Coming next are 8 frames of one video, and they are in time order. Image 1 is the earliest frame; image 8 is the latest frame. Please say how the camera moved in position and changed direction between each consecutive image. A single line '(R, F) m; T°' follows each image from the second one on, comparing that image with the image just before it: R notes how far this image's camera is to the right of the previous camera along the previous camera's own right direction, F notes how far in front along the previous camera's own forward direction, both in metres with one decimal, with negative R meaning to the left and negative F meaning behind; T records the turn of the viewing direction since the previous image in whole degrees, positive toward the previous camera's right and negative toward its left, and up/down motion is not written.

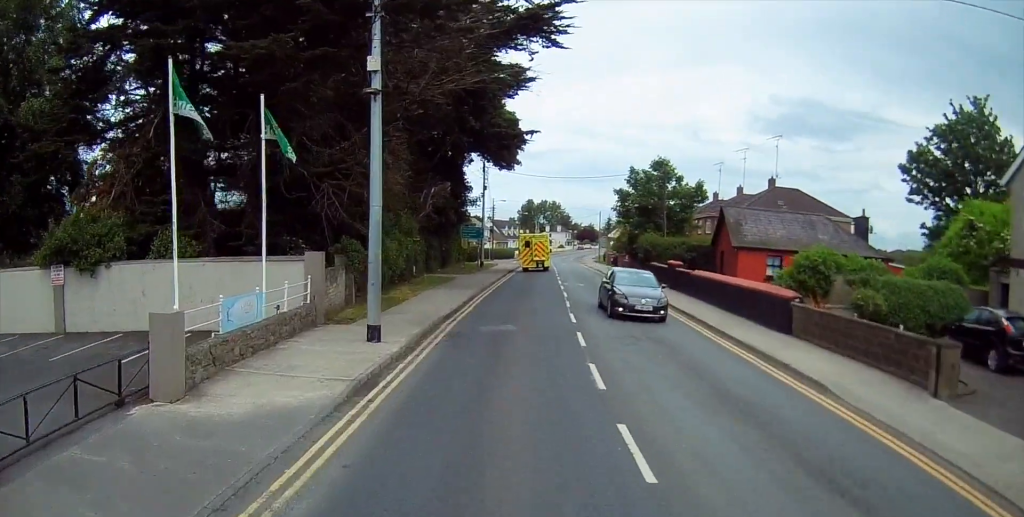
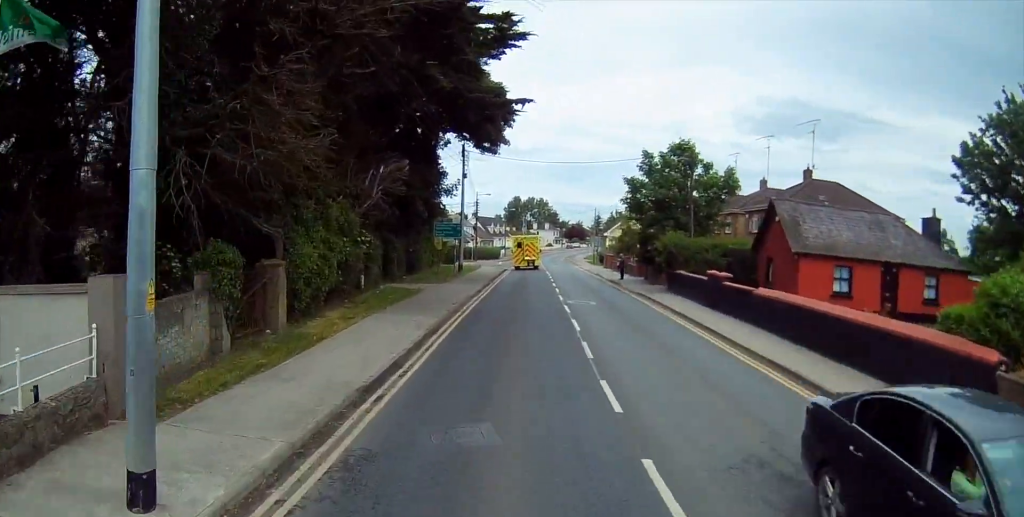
(+0.1, +8.8) m; +1°
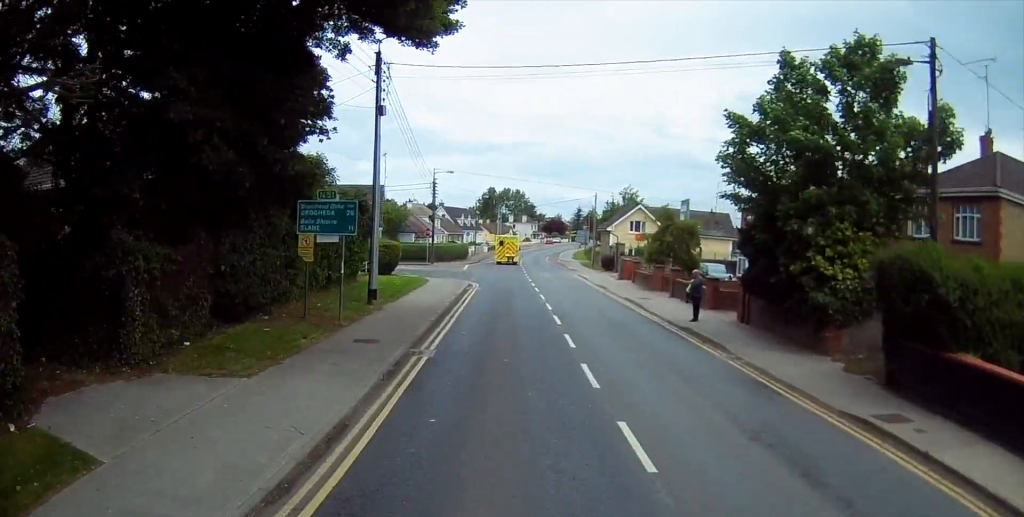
(+0.2, +20.2) m; +2°
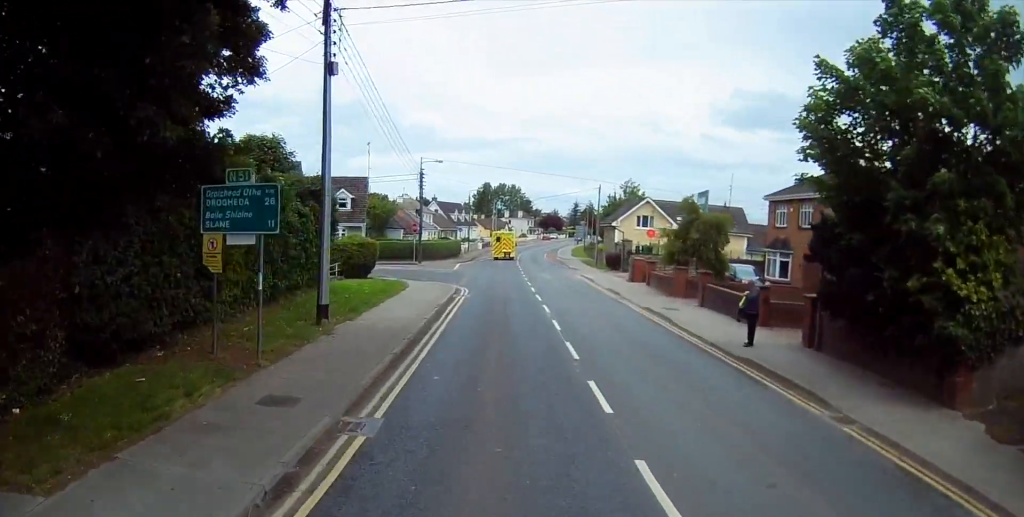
(-0.1, +4.9) m; +1°
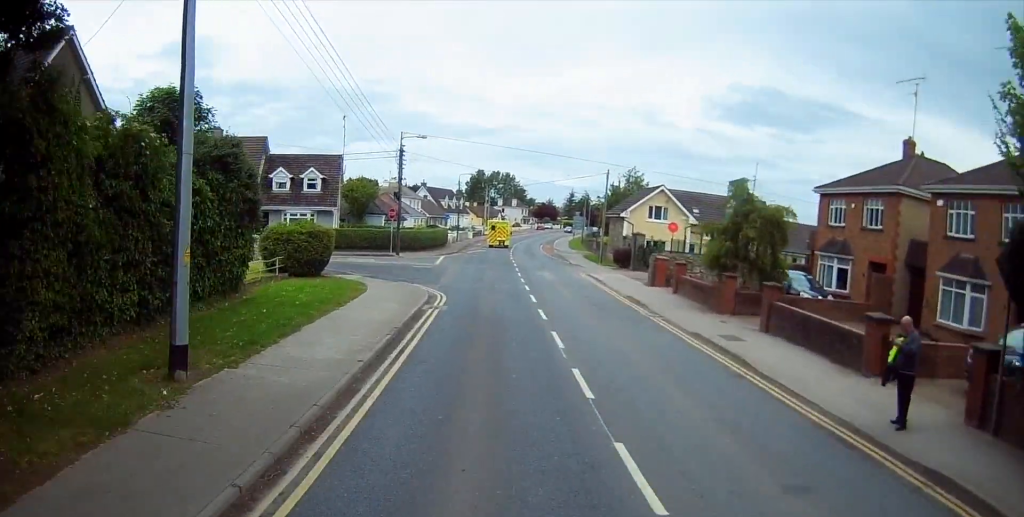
(+0.3, +7.1) m; +1°
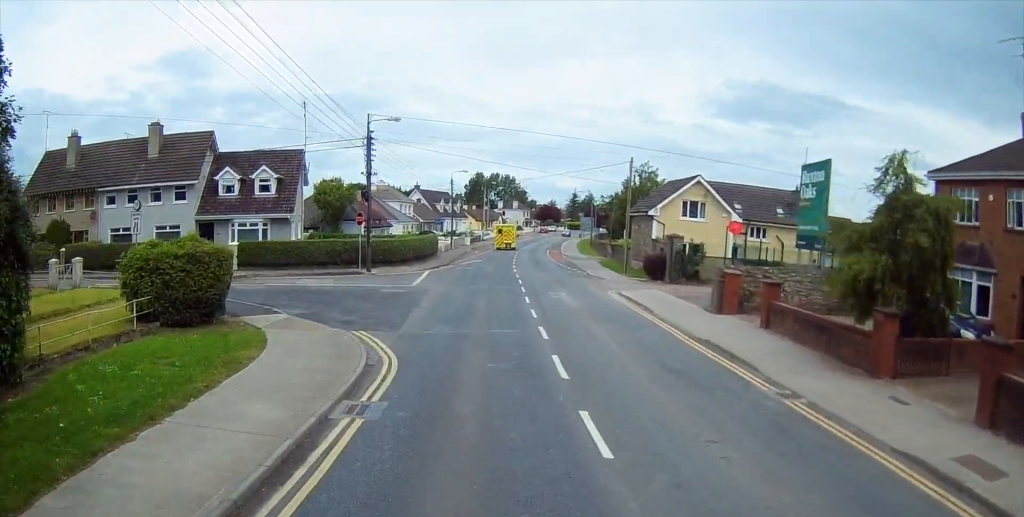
(+0.1, +9.9) m; 0°
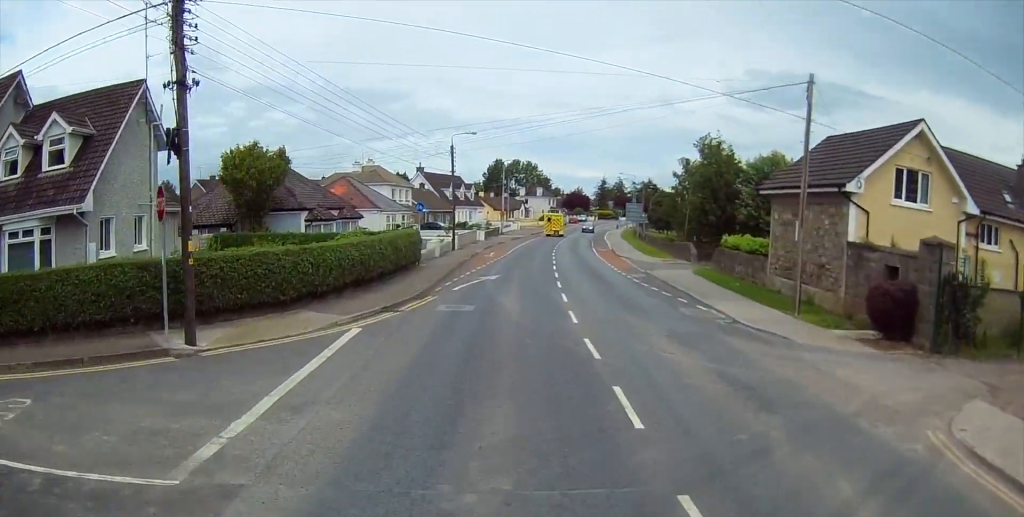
(-0.3, +22.0) m; -1°
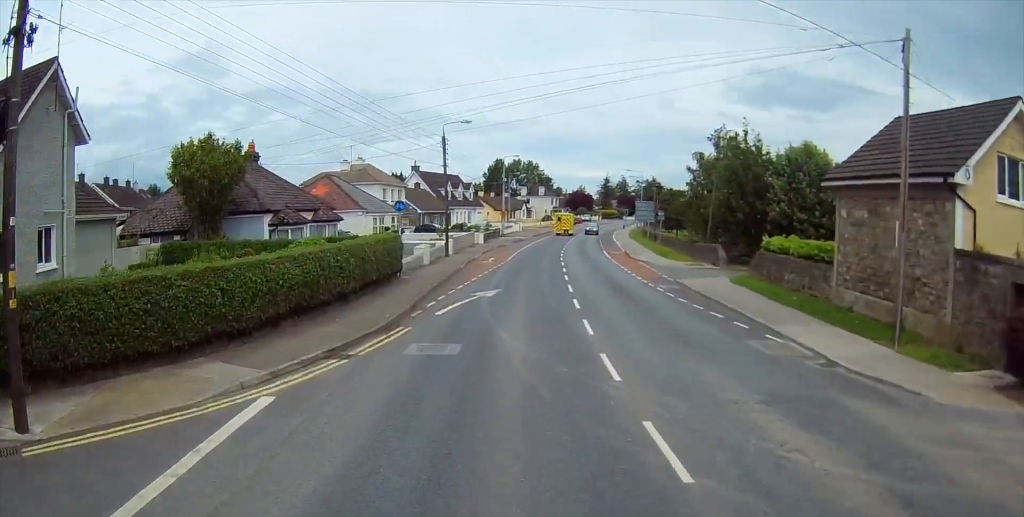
(0.0, +5.7) m; 0°
